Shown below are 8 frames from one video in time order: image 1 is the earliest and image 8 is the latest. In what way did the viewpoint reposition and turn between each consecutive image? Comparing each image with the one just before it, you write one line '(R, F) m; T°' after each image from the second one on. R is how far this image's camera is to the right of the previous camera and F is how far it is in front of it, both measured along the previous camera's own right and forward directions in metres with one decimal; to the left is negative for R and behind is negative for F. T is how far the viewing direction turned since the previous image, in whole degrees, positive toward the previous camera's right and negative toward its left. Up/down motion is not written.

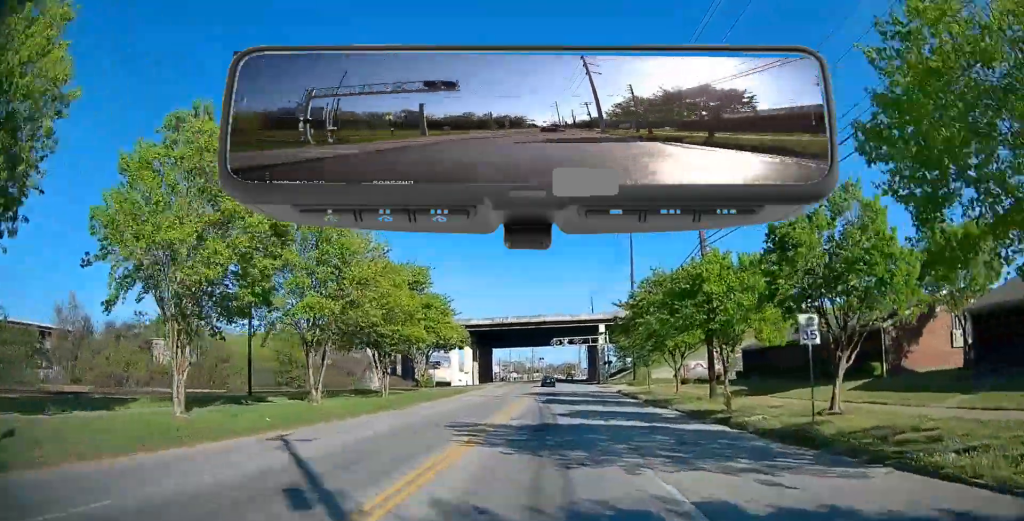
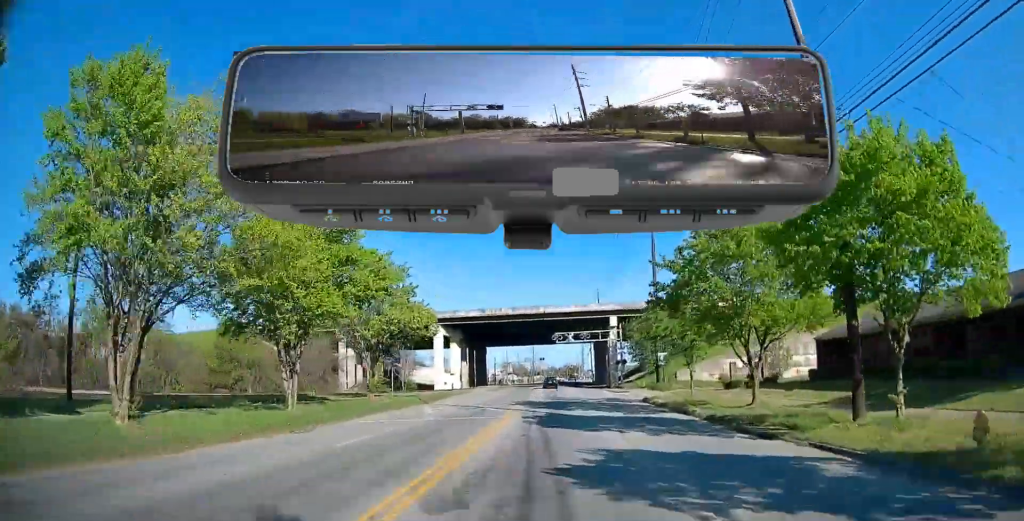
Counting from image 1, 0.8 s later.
(0.0, +13.6) m; 0°
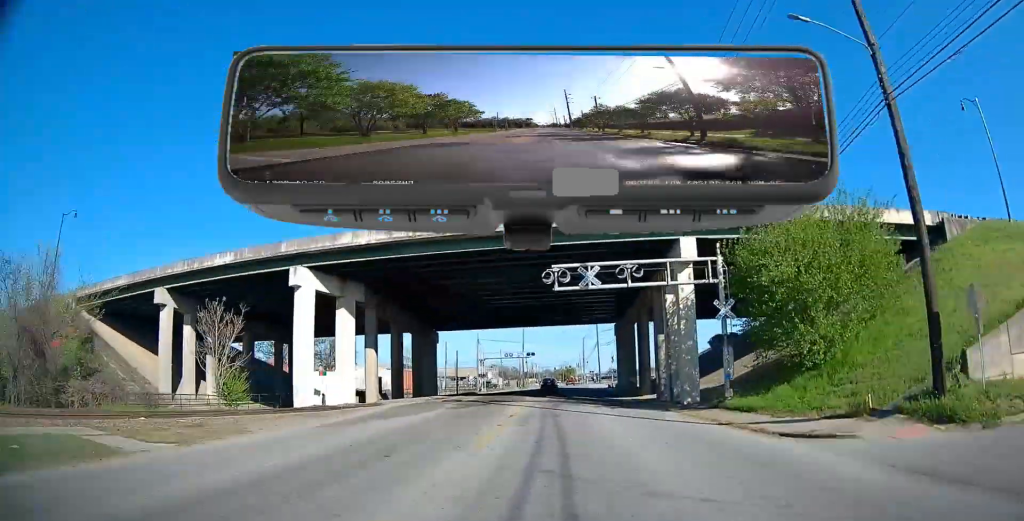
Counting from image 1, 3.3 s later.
(+0.1, +40.8) m; +1°
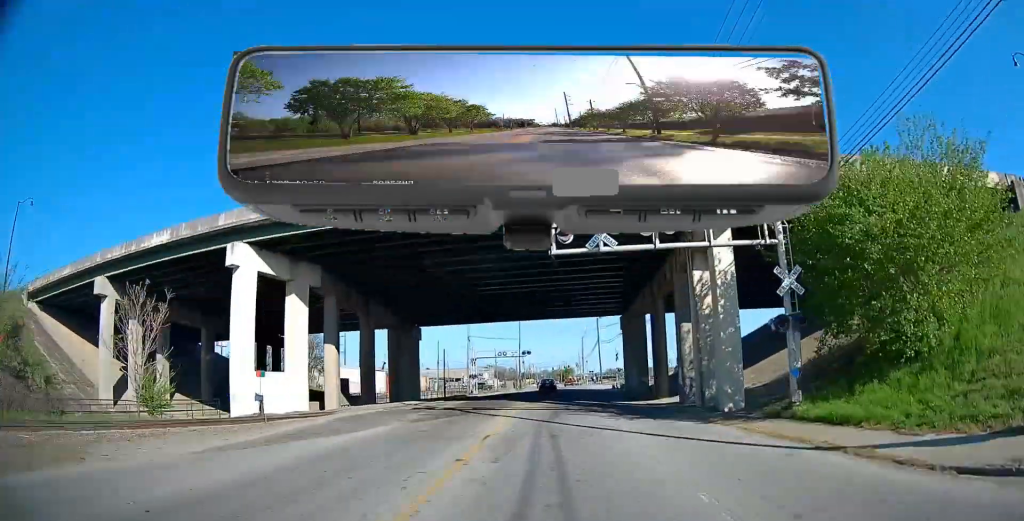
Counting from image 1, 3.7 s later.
(0.0, +7.4) m; 0°
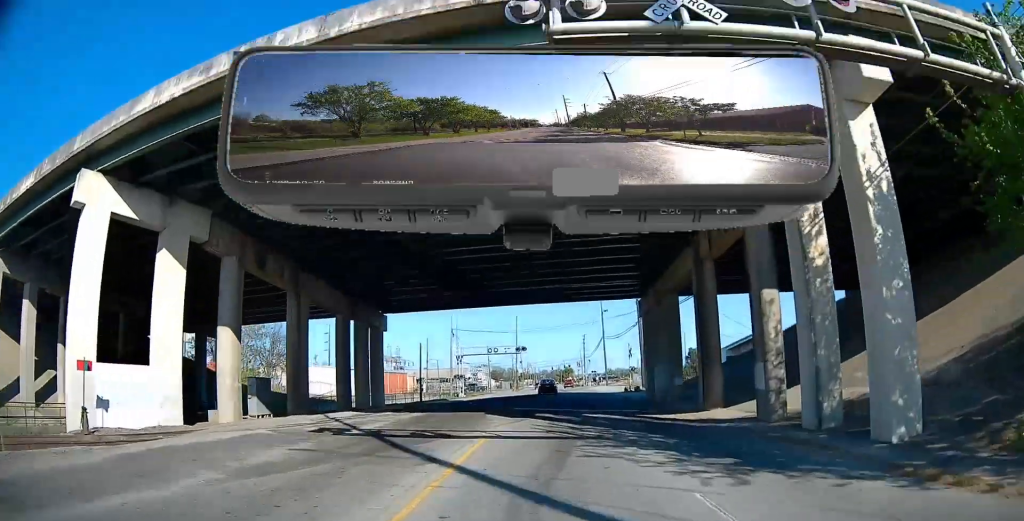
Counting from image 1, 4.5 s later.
(0.0, +11.9) m; +1°
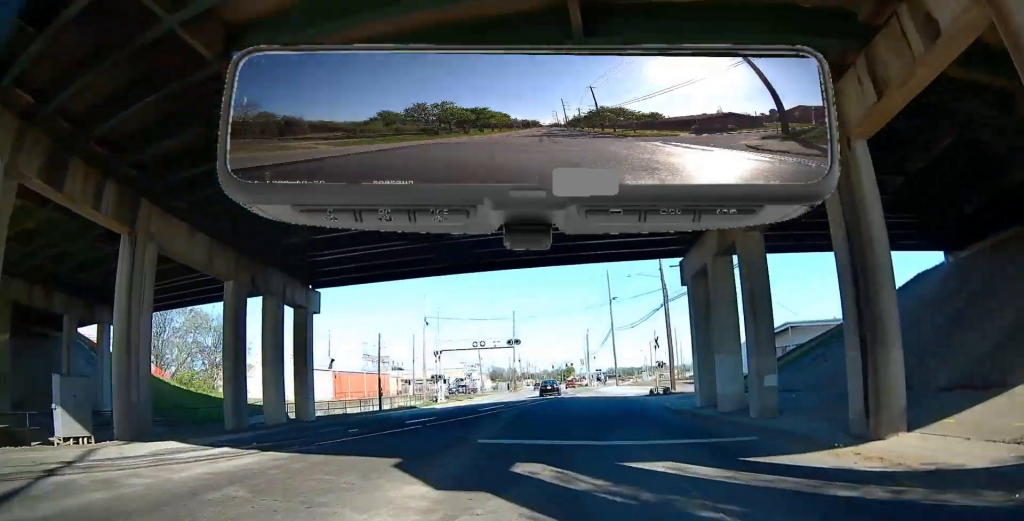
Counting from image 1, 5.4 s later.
(+0.2, +13.8) m; 0°
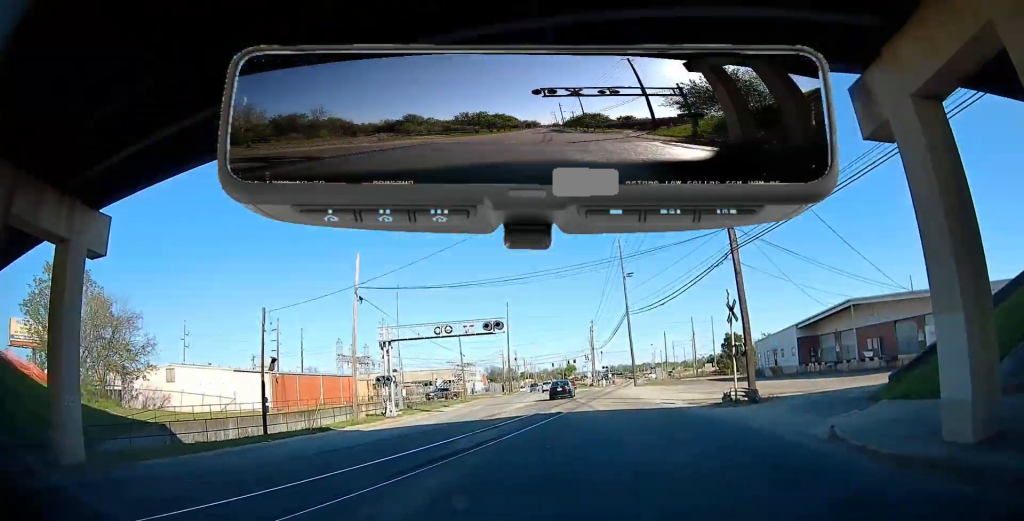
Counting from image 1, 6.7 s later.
(-0.3, +18.2) m; -1°
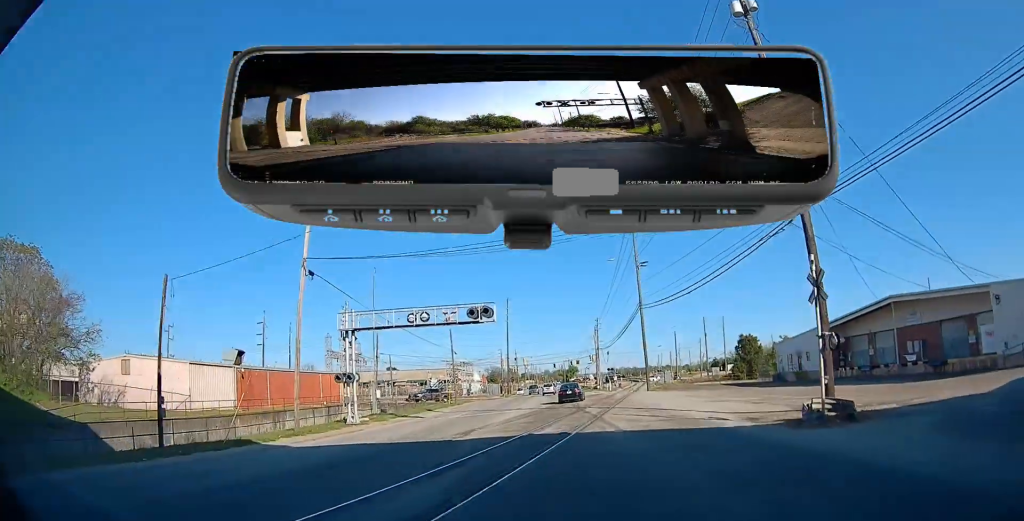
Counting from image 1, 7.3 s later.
(-0.1, +8.0) m; 0°
